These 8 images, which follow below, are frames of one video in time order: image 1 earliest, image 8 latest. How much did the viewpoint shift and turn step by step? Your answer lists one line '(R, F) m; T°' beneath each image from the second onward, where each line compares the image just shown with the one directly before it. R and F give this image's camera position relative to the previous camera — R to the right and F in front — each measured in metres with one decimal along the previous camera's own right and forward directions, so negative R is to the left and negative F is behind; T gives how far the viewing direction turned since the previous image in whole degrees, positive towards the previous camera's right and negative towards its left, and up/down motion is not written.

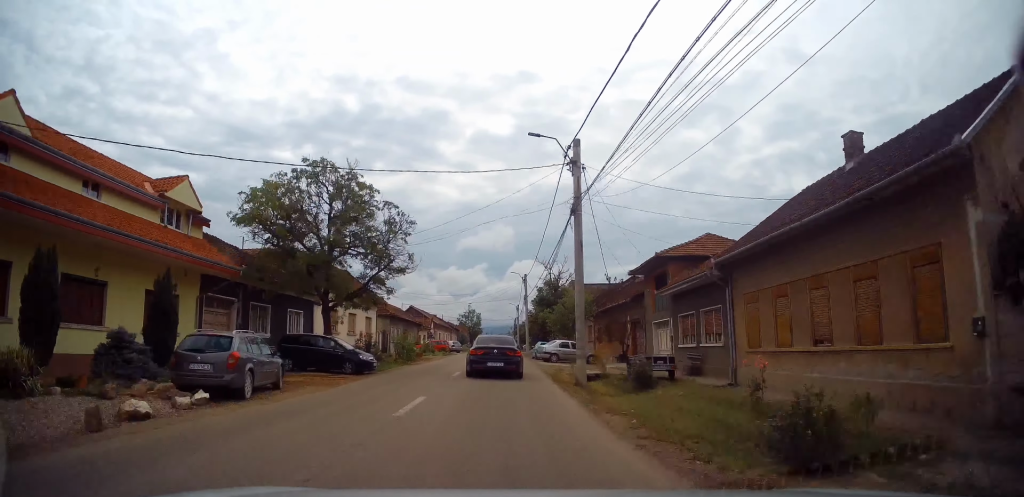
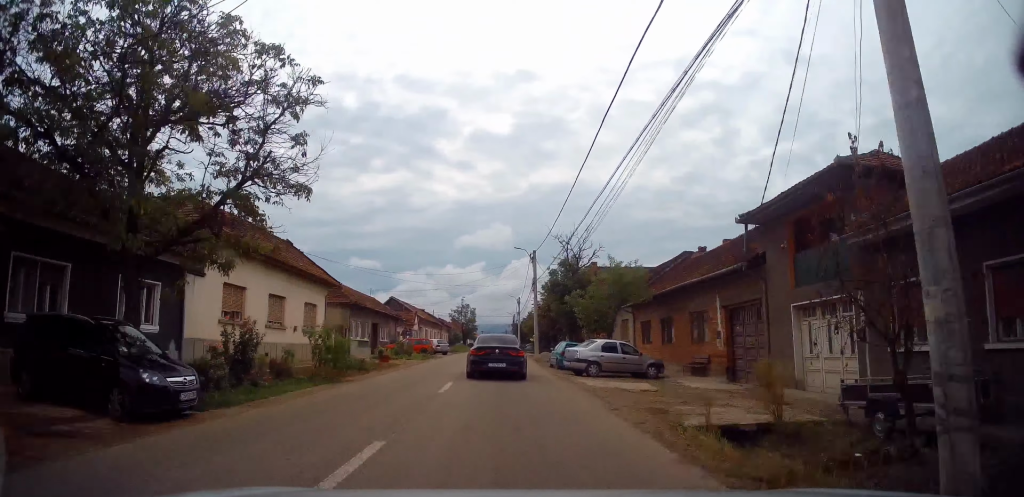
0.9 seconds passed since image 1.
(+0.2, +14.3) m; 0°
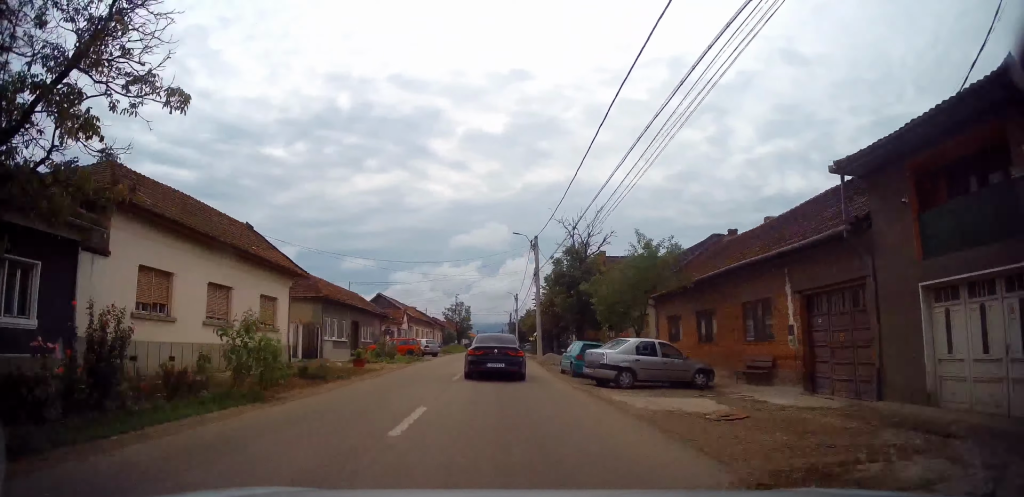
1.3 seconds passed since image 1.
(-0.1, +6.1) m; 0°
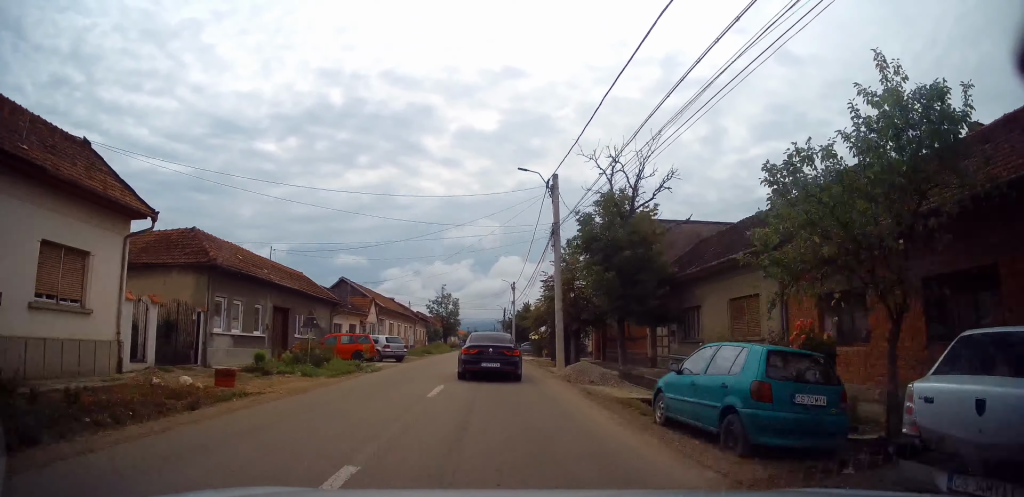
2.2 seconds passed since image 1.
(0.0, +13.7) m; 0°
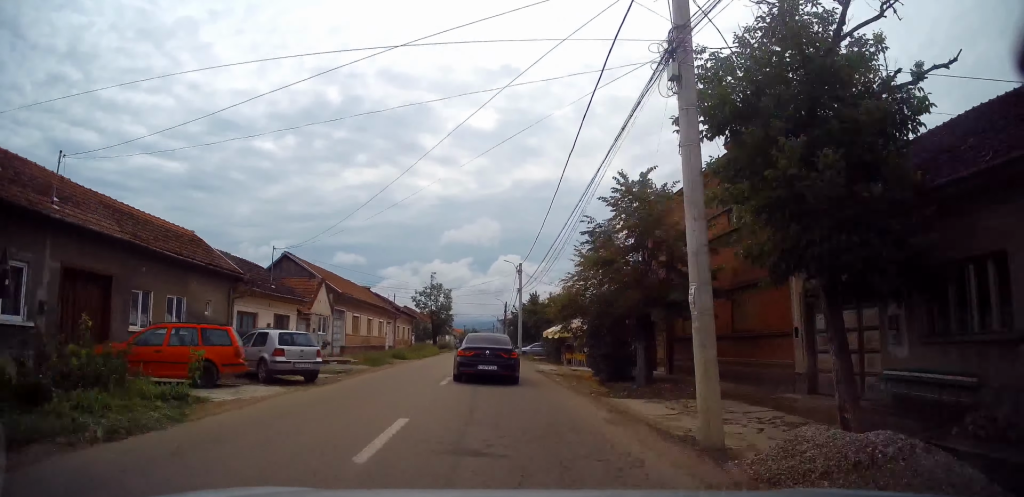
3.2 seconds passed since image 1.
(+0.1, +15.0) m; 0°
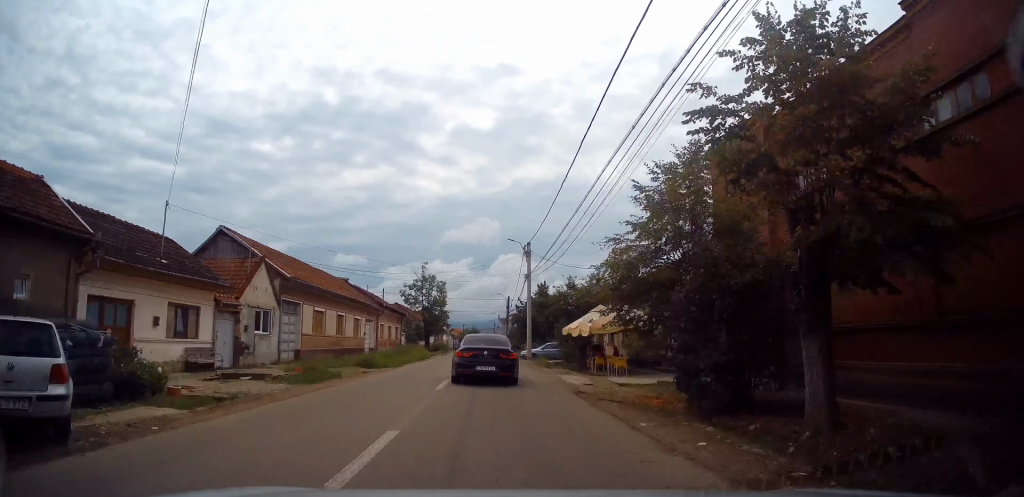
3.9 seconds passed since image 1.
(-0.2, +9.9) m; 0°
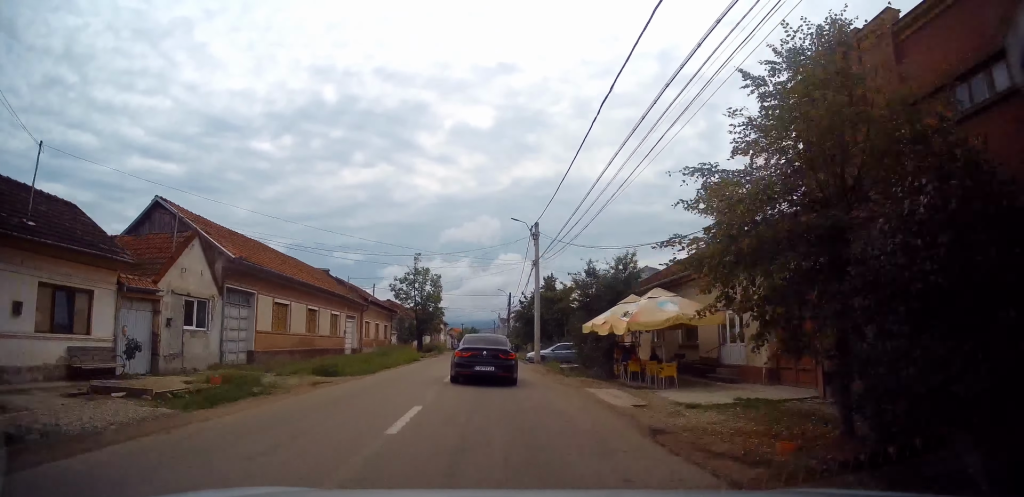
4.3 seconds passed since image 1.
(+0.2, +6.4) m; 0°
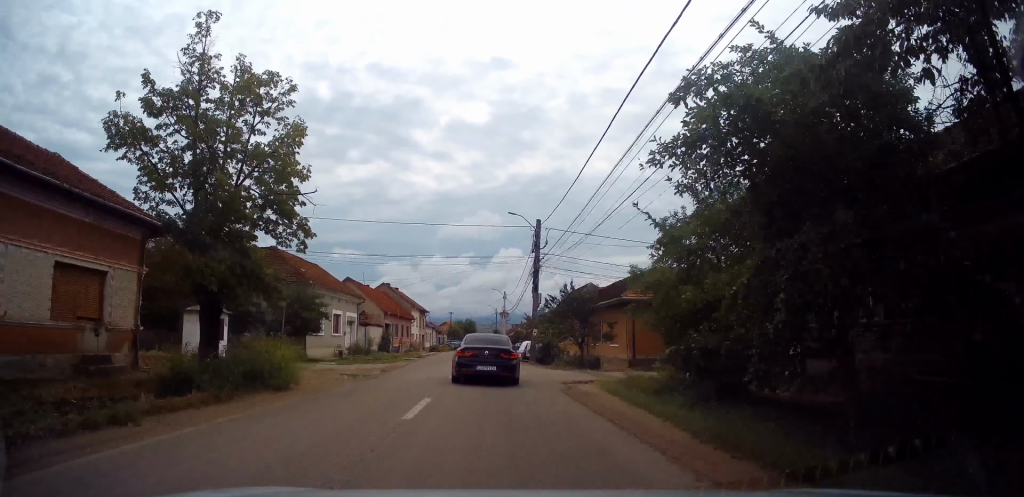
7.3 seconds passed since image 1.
(+0.1, +44.0) m; +1°
